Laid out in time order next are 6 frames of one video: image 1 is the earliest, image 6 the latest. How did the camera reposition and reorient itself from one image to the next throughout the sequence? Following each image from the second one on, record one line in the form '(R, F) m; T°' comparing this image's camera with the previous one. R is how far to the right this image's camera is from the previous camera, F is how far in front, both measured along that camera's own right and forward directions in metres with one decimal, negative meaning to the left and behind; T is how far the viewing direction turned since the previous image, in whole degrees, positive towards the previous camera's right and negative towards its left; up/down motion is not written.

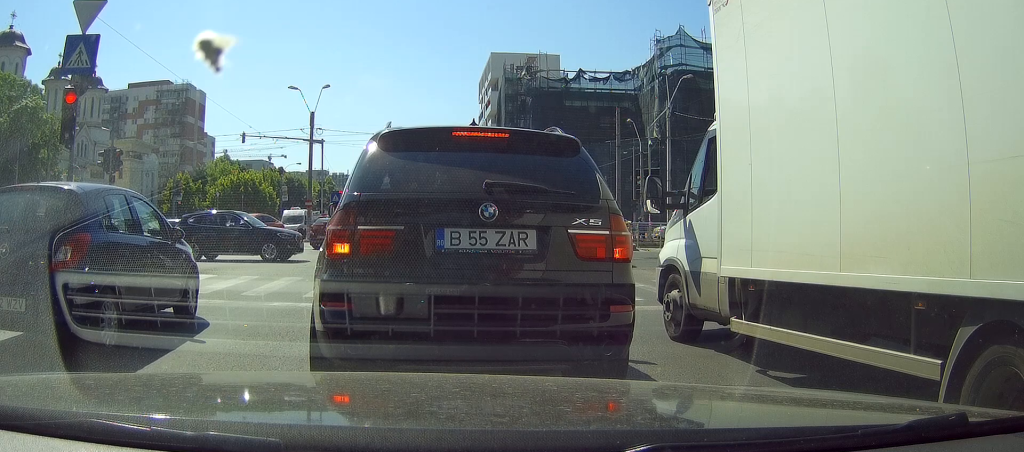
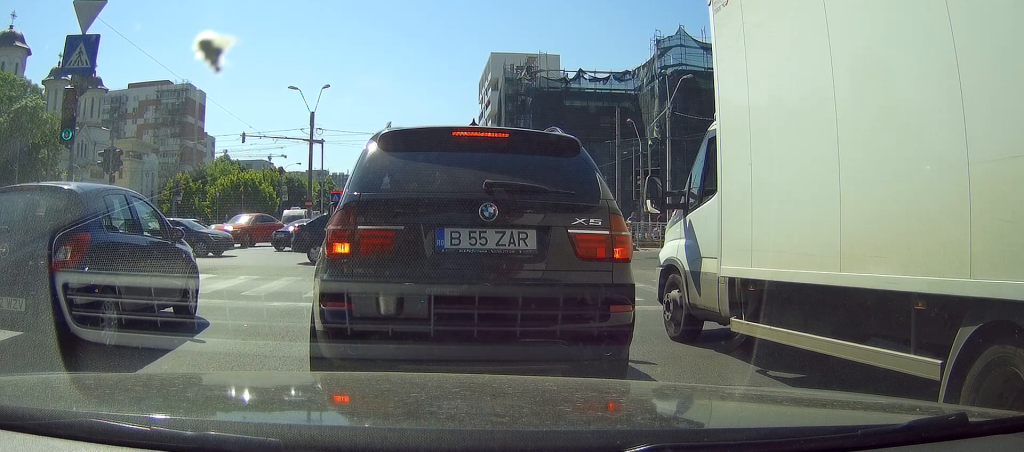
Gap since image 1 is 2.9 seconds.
(0.0, 0.0) m; 0°
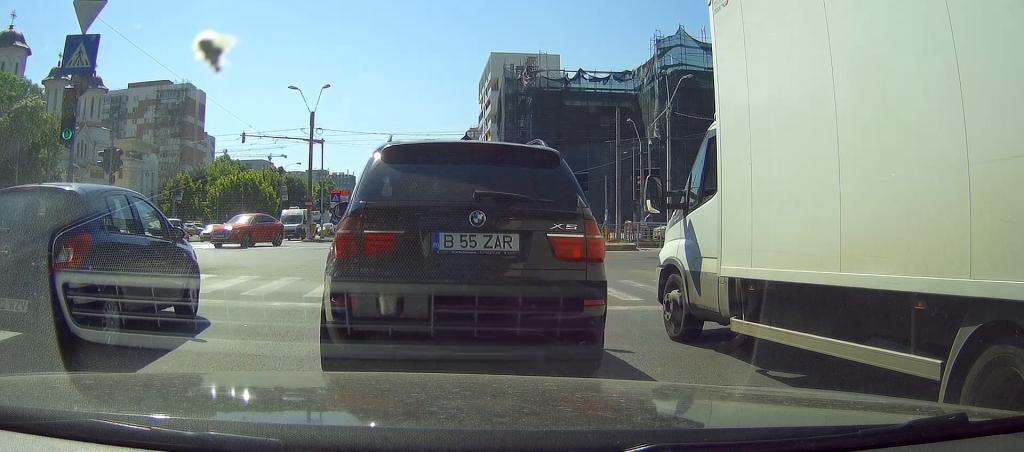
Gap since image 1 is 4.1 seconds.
(0.0, 0.0) m; 0°
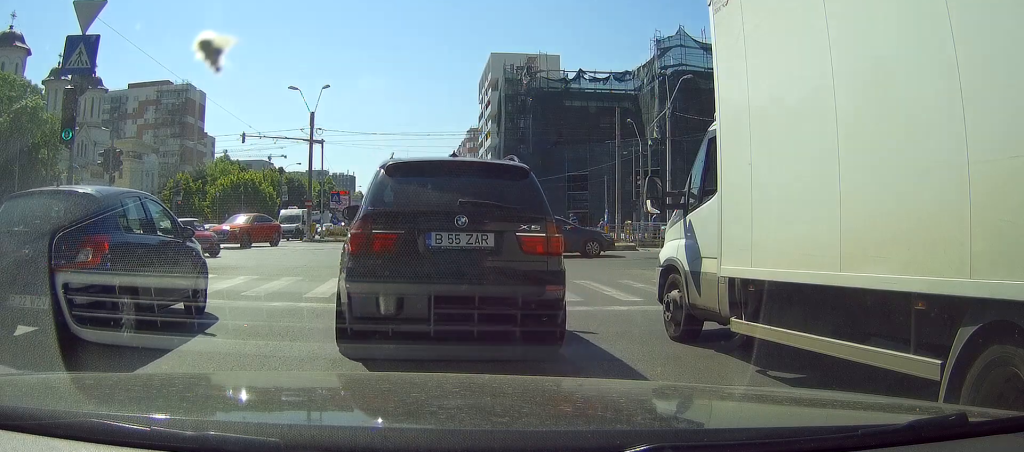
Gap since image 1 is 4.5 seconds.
(0.0, +0.1) m; 0°
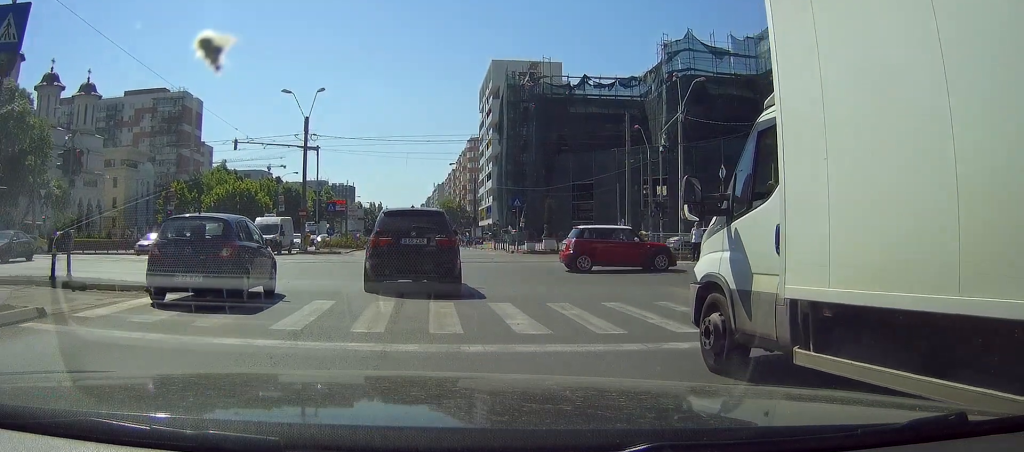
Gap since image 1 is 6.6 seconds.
(-0.1, +4.4) m; -2°
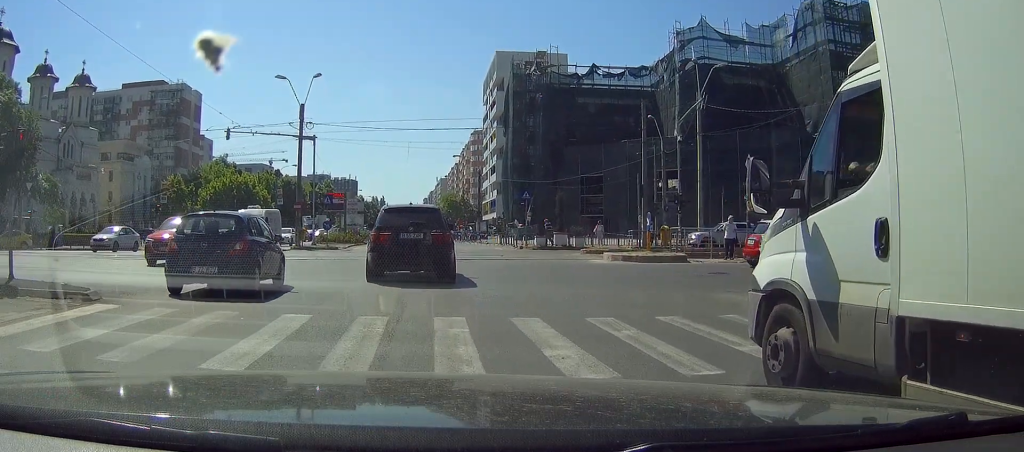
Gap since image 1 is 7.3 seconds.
(-0.1, +3.1) m; 0°
